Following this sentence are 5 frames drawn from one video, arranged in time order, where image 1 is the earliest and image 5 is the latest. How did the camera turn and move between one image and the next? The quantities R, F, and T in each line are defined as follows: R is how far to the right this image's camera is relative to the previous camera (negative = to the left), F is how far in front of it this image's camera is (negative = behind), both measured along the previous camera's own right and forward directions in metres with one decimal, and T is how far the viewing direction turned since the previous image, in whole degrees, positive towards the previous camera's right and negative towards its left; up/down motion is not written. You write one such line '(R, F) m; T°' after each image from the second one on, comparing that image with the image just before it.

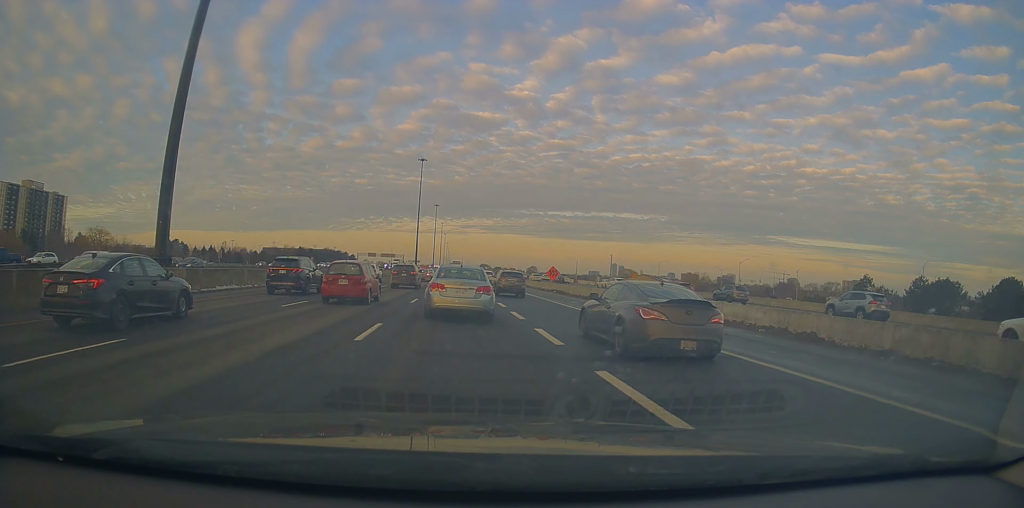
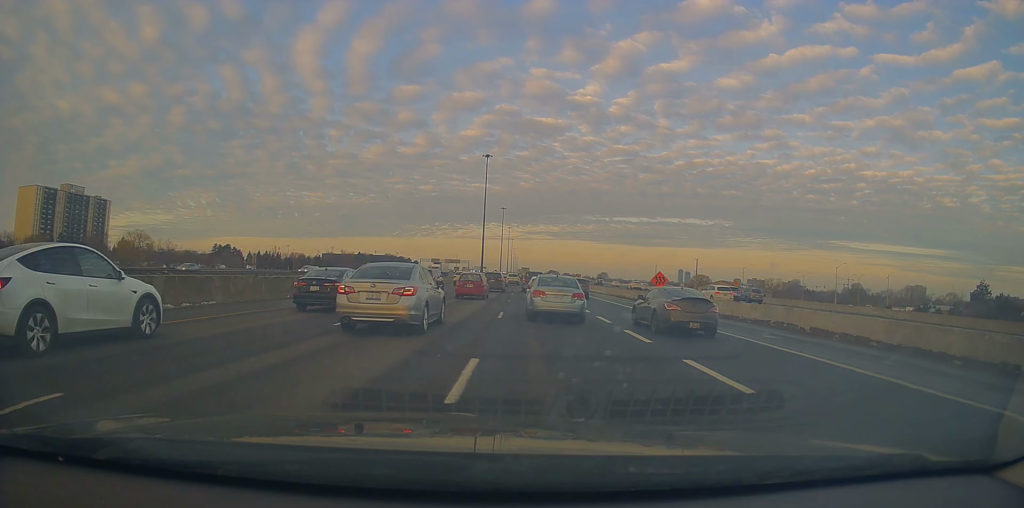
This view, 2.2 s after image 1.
(-0.7, +14.9) m; -8°
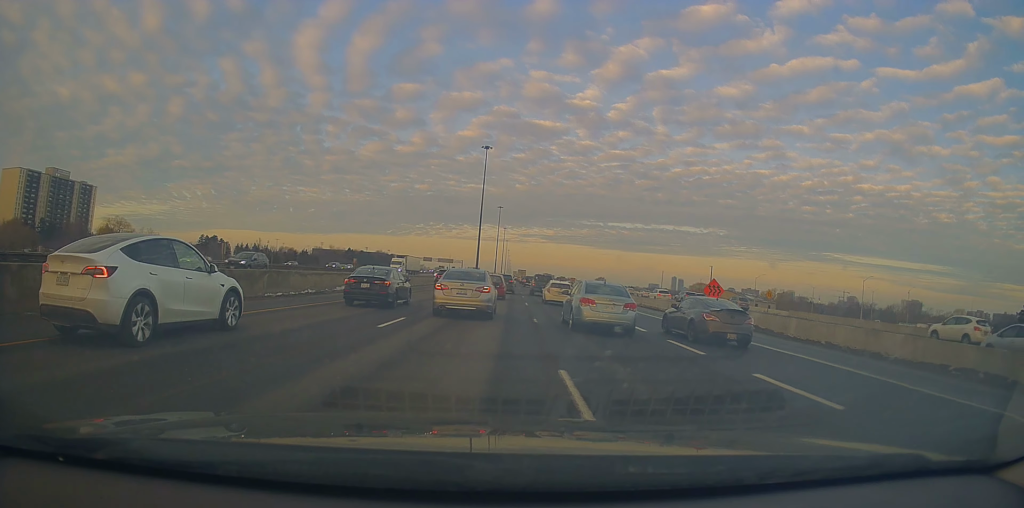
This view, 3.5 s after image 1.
(-0.4, +11.7) m; 0°
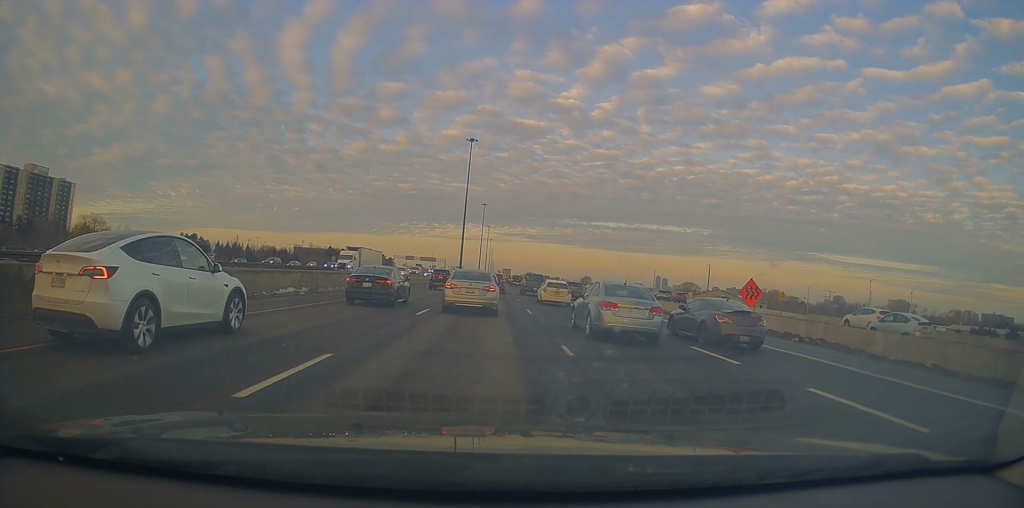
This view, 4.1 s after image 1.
(+0.2, +7.3) m; +1°
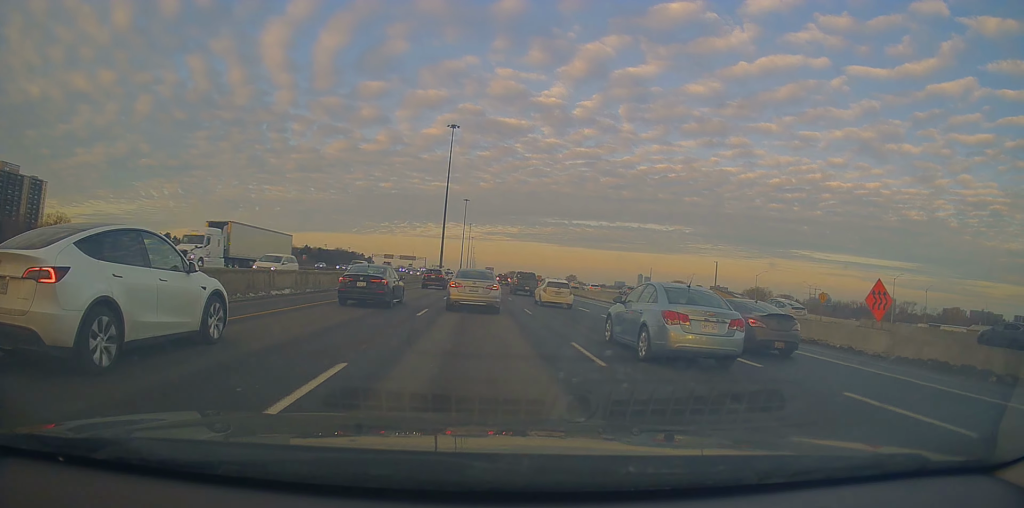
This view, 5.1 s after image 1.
(+0.3, +12.0) m; +2°
